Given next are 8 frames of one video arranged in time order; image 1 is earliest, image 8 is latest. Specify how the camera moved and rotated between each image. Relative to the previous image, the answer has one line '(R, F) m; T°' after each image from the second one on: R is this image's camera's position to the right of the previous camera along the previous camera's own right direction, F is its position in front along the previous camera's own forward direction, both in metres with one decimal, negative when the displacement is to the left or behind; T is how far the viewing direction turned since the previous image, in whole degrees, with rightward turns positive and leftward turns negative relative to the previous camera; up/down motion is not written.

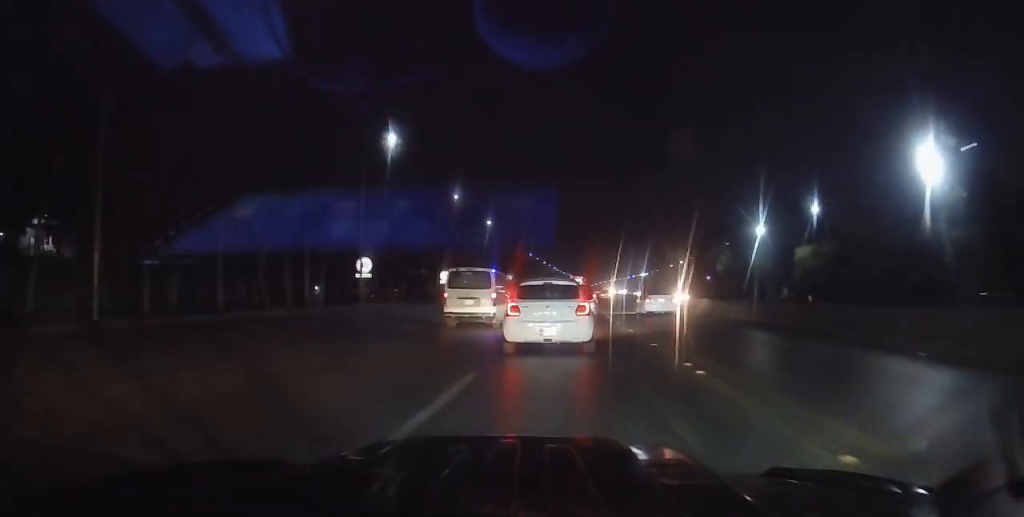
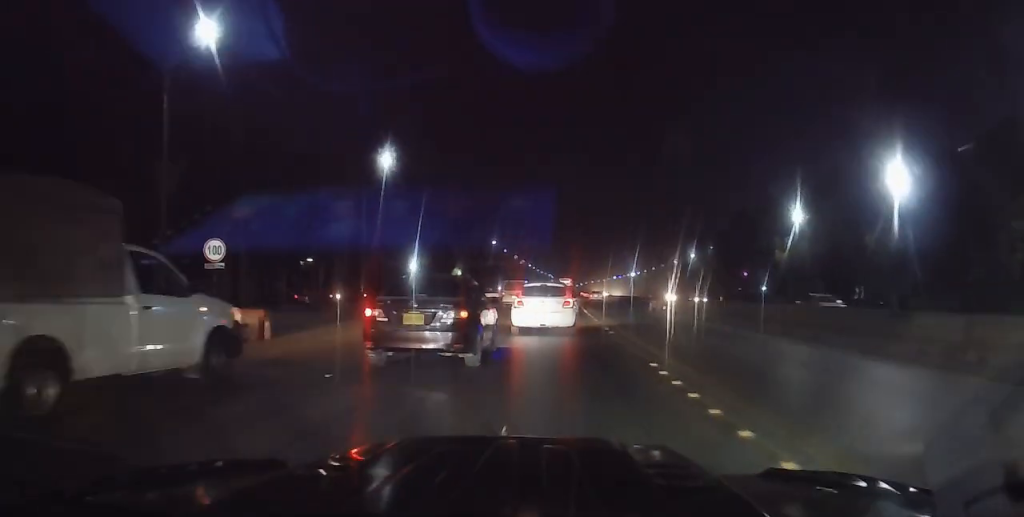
(+0.7, +59.3) m; +1°
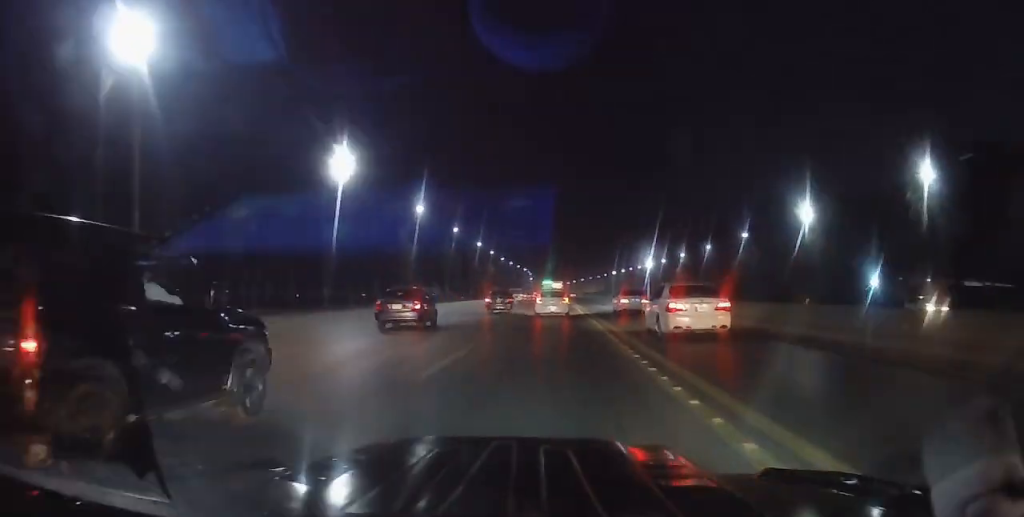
(+1.2, +135.4) m; +1°
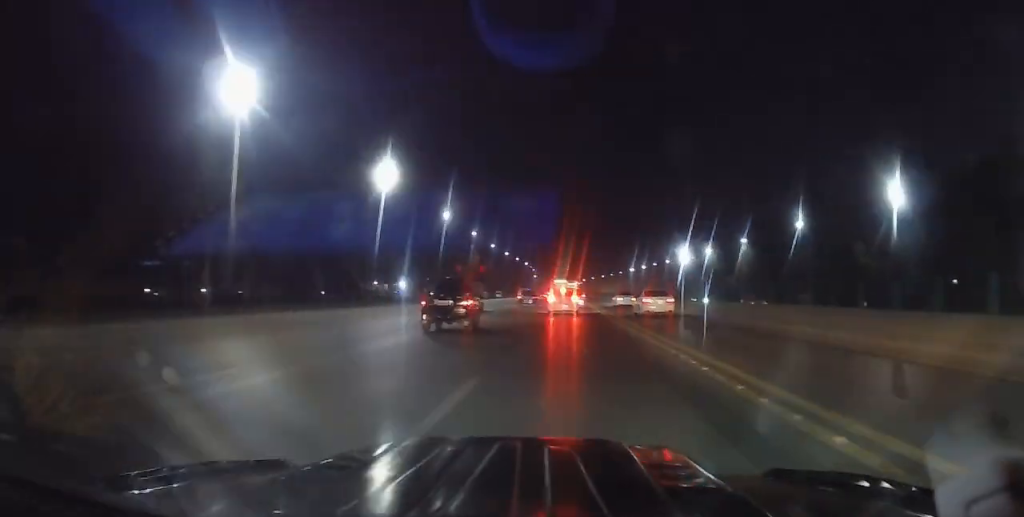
(0.0, +49.9) m; 0°
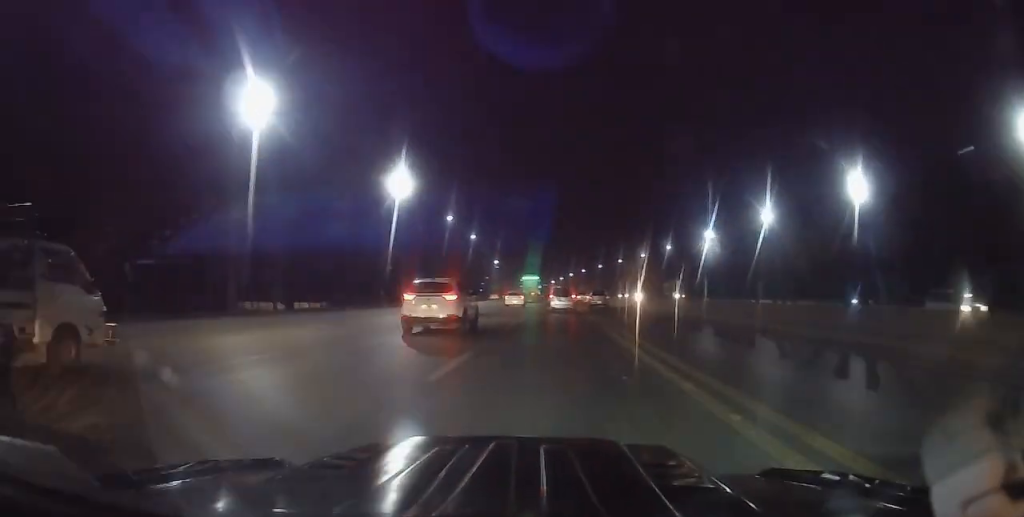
(+0.3, +176.4) m; -1°
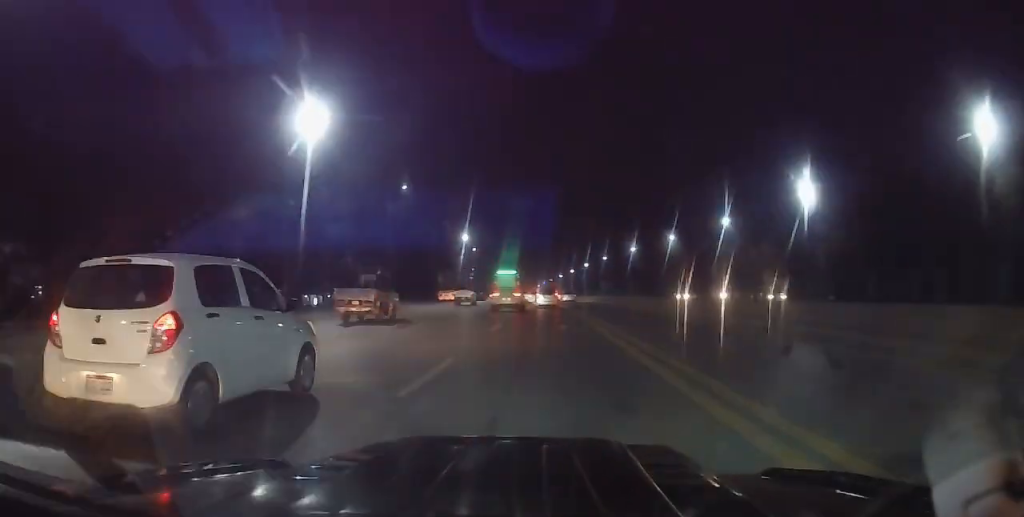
(-1.1, +87.3) m; -2°
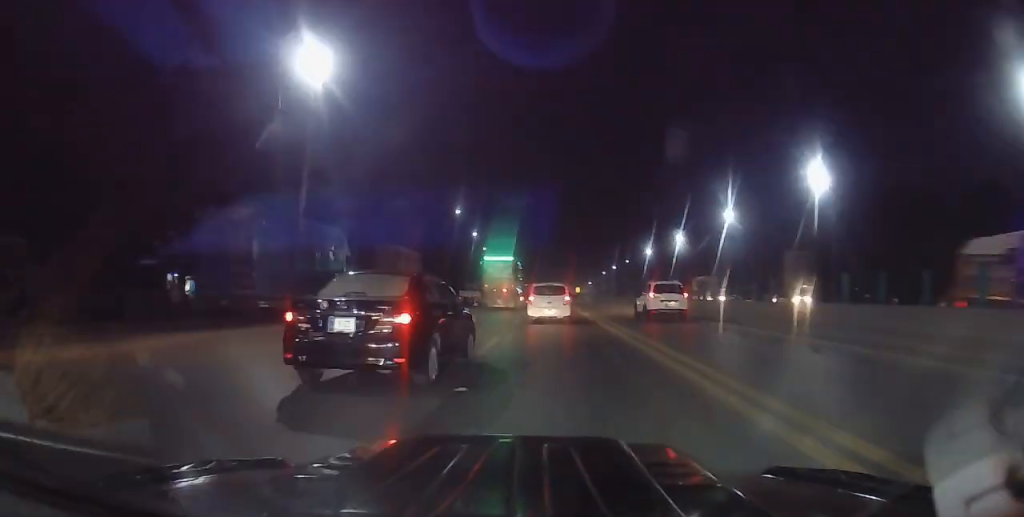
(-4.2, +129.9) m; -4°
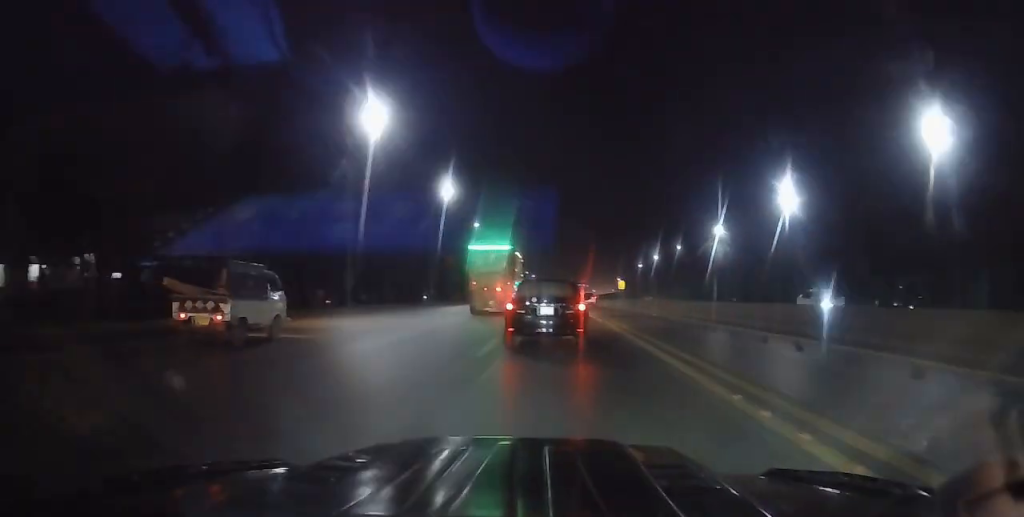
(-1.5, +50.5) m; -1°
